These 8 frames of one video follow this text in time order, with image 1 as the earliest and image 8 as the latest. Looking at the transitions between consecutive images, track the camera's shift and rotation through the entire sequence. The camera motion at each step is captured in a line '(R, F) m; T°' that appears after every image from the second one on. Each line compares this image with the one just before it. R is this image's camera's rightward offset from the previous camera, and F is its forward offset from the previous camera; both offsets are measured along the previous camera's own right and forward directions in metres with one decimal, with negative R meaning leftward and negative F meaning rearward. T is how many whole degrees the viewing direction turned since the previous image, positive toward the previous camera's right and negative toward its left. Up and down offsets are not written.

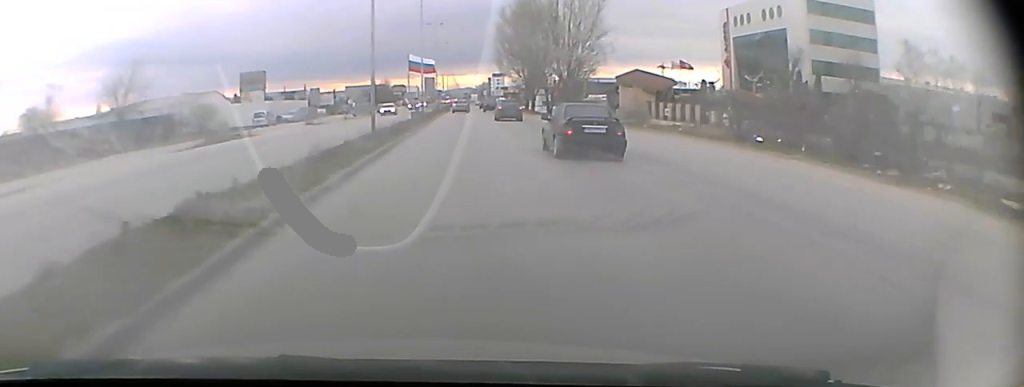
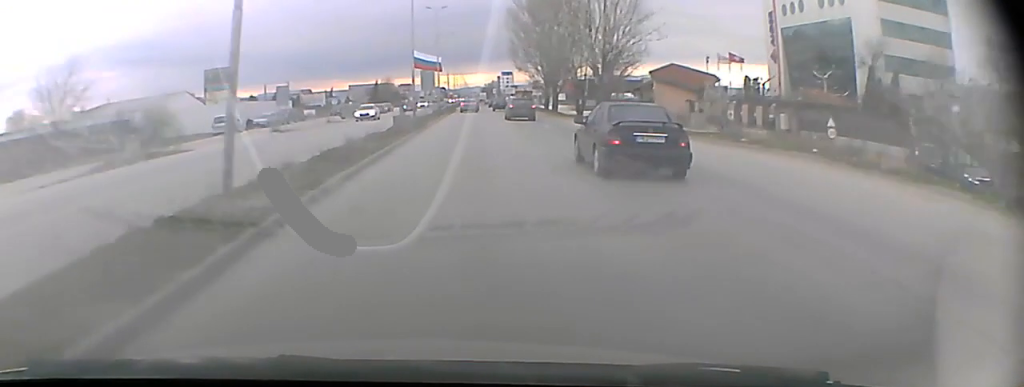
(0.0, +15.2) m; 0°
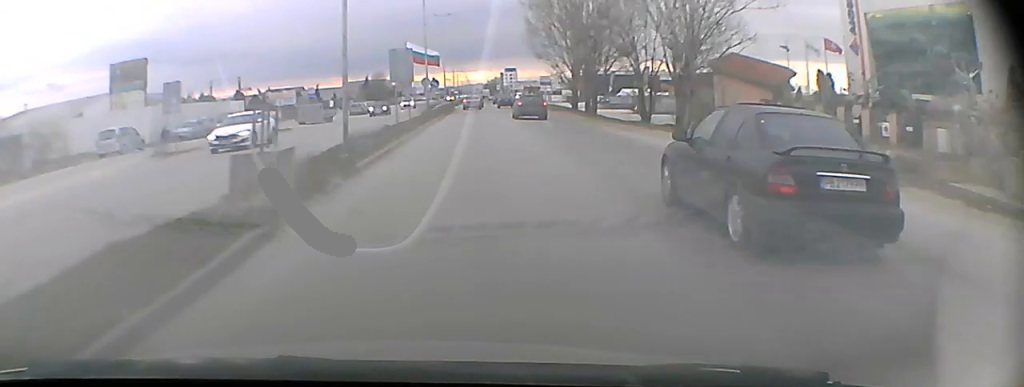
(0.0, +21.8) m; 0°
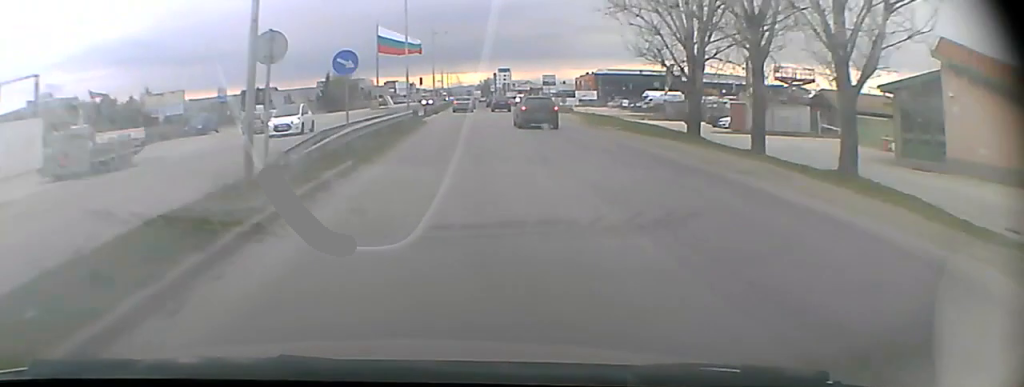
(0.0, +37.2) m; 0°
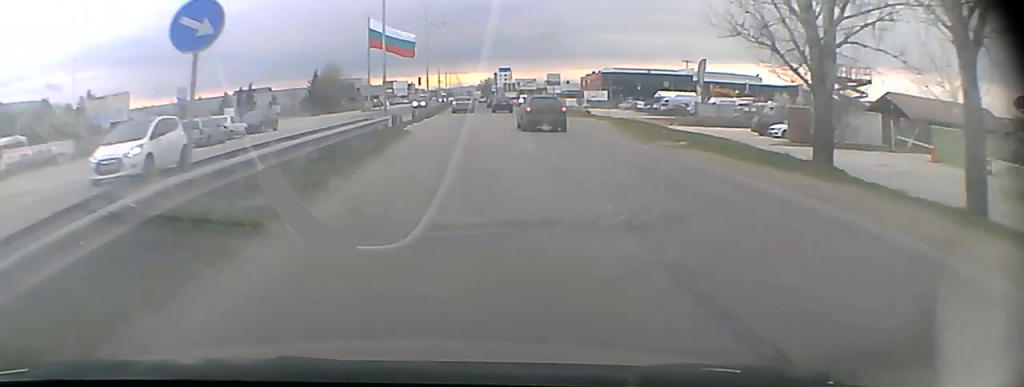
(0.0, +10.9) m; 0°
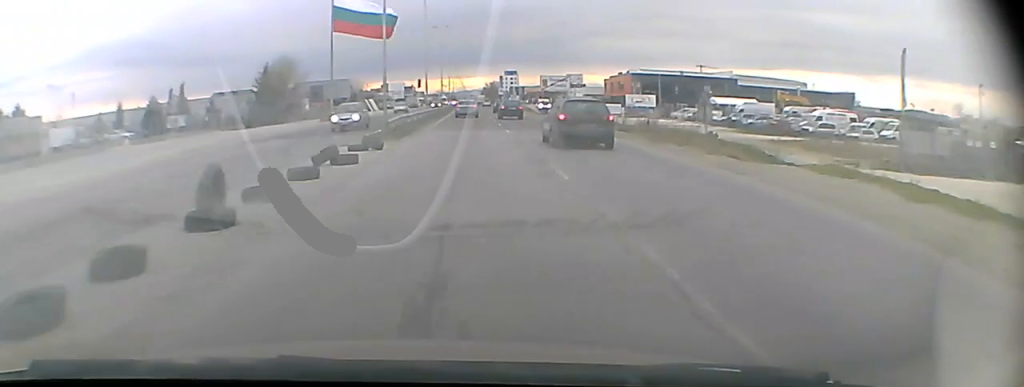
(+0.1, +32.9) m; 0°
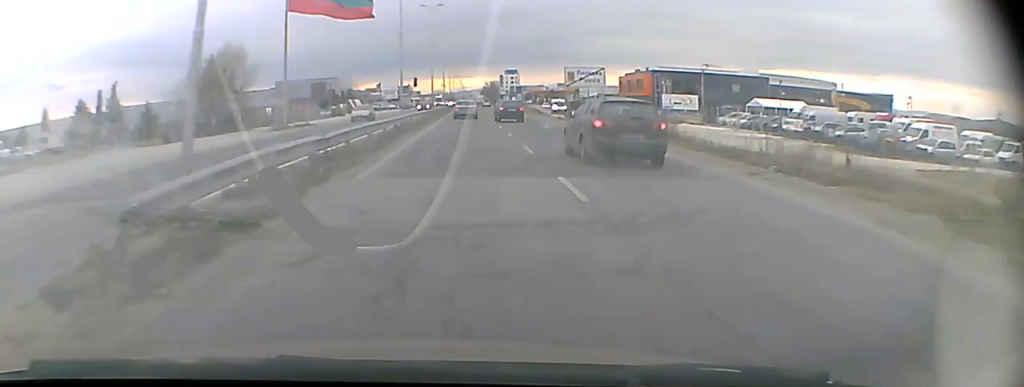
(0.0, +19.8) m; 0°
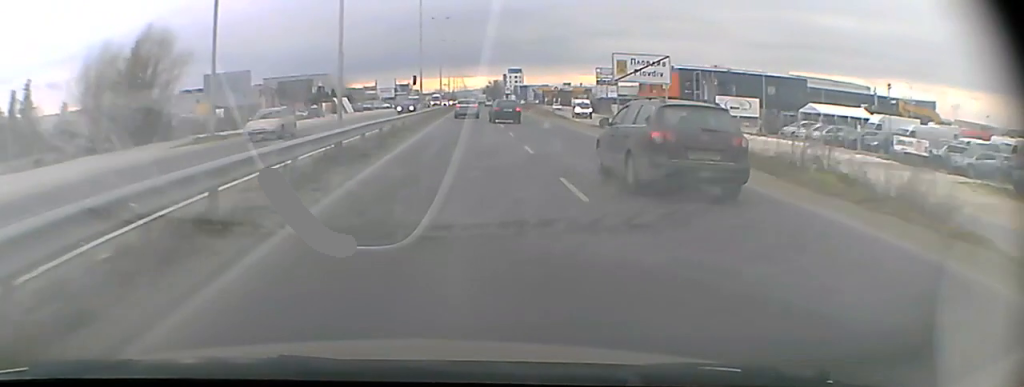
(0.0, +17.6) m; 0°
